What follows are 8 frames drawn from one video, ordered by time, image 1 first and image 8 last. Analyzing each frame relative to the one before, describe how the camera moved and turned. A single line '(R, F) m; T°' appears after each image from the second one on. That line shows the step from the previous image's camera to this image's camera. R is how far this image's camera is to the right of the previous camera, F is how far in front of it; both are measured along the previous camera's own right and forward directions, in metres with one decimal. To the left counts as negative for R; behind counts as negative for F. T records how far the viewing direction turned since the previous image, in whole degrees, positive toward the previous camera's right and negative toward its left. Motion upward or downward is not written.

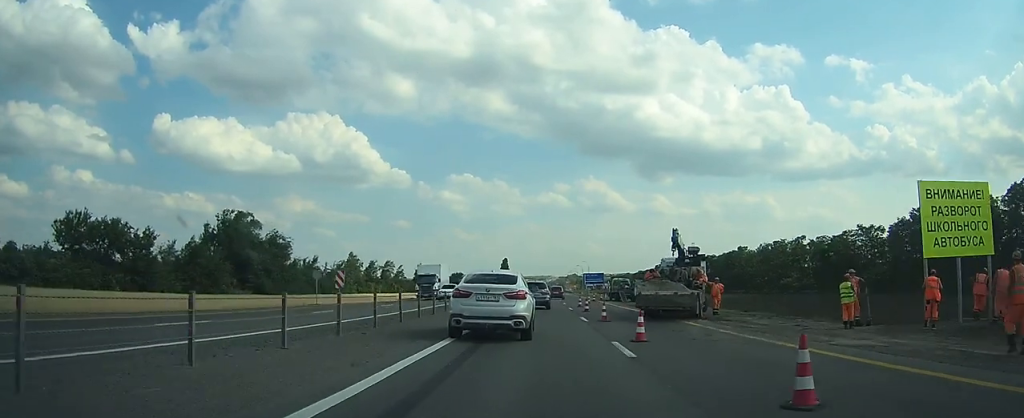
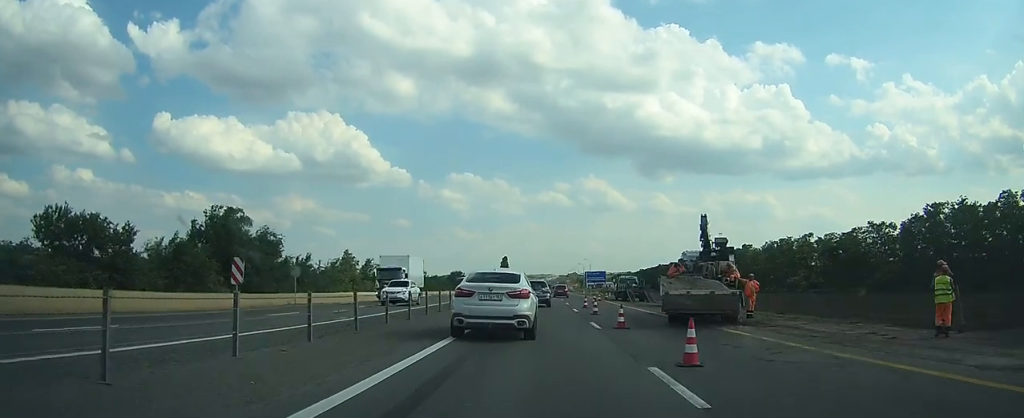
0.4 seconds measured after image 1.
(0.0, +4.3) m; 0°
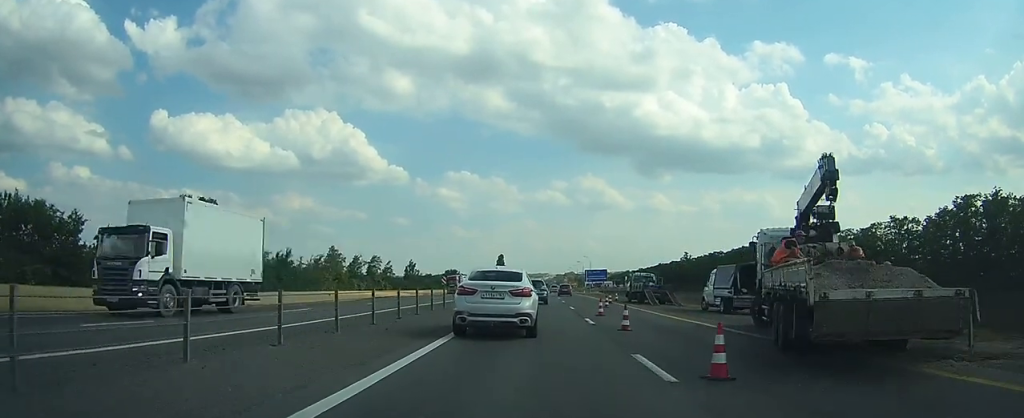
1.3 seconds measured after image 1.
(0.0, +9.4) m; 0°
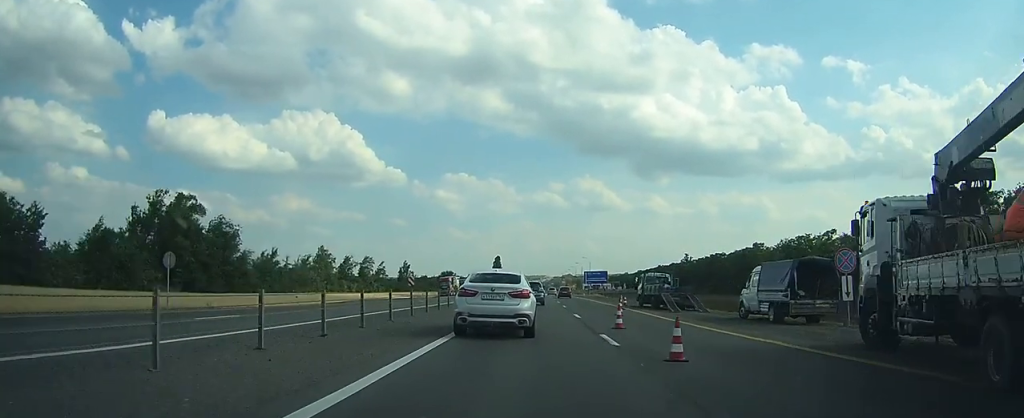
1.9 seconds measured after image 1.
(0.0, +6.2) m; 0°
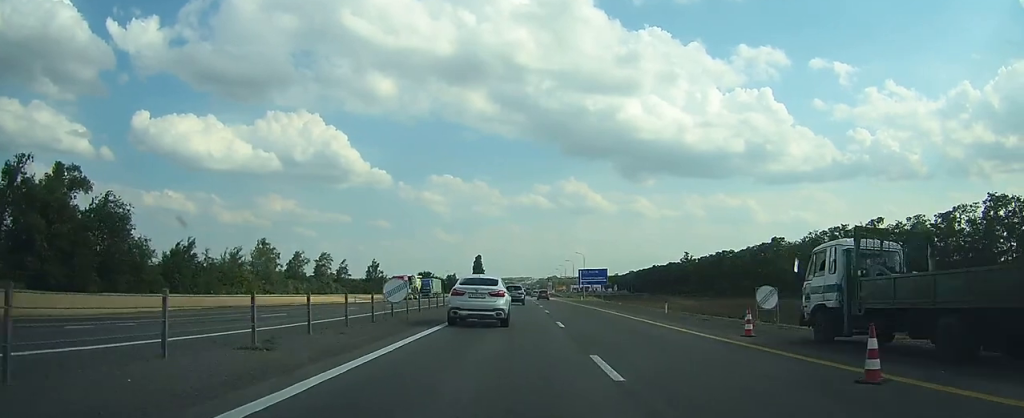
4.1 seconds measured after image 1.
(-0.1, +26.9) m; 0°
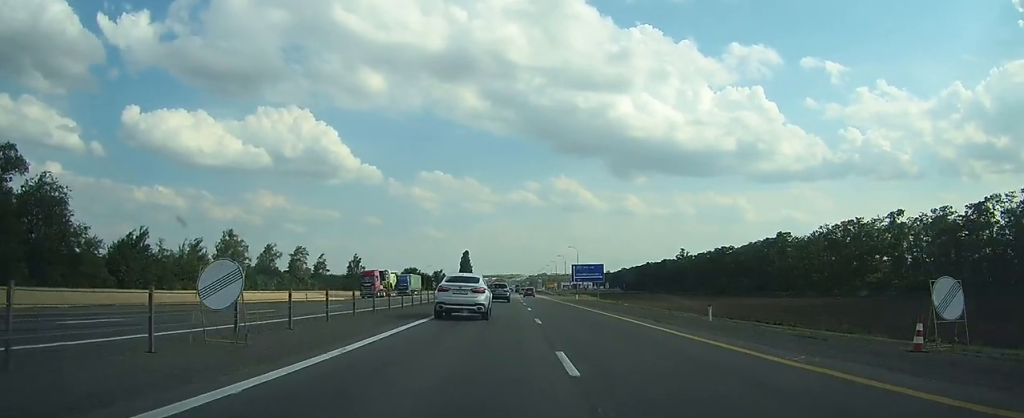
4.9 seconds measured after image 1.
(0.0, +10.5) m; +1°
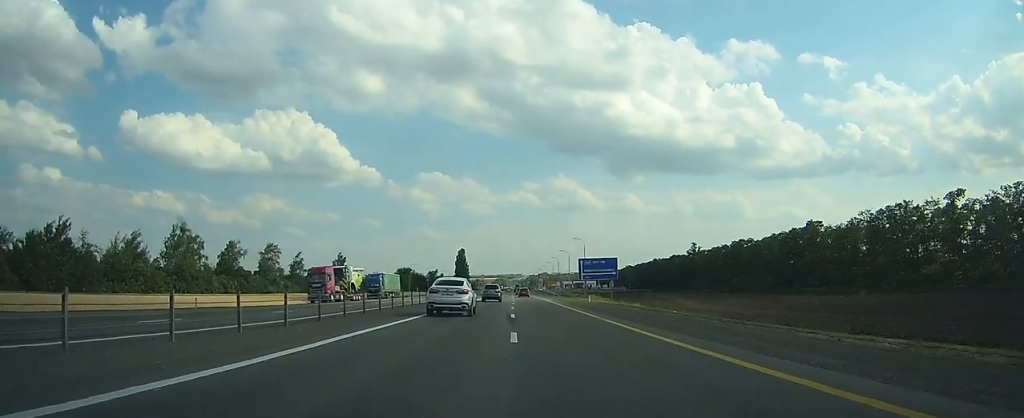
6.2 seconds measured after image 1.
(+0.1, +17.7) m; +1°
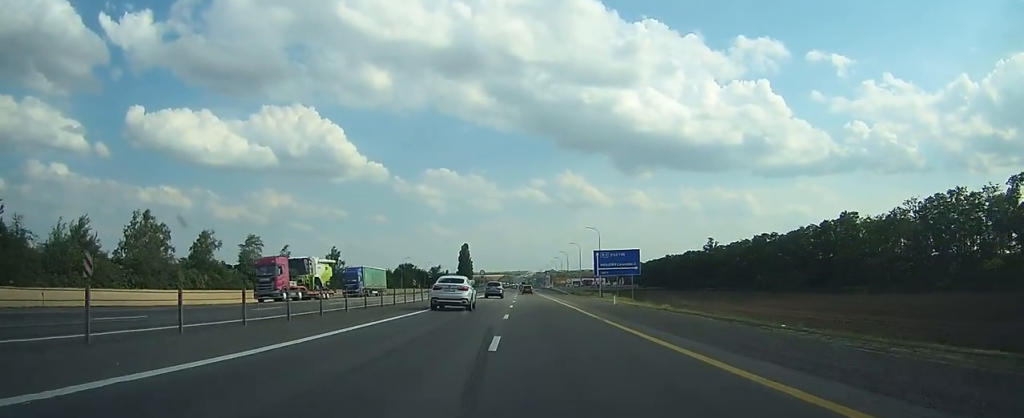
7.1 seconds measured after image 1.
(0.0, +13.2) m; 0°
